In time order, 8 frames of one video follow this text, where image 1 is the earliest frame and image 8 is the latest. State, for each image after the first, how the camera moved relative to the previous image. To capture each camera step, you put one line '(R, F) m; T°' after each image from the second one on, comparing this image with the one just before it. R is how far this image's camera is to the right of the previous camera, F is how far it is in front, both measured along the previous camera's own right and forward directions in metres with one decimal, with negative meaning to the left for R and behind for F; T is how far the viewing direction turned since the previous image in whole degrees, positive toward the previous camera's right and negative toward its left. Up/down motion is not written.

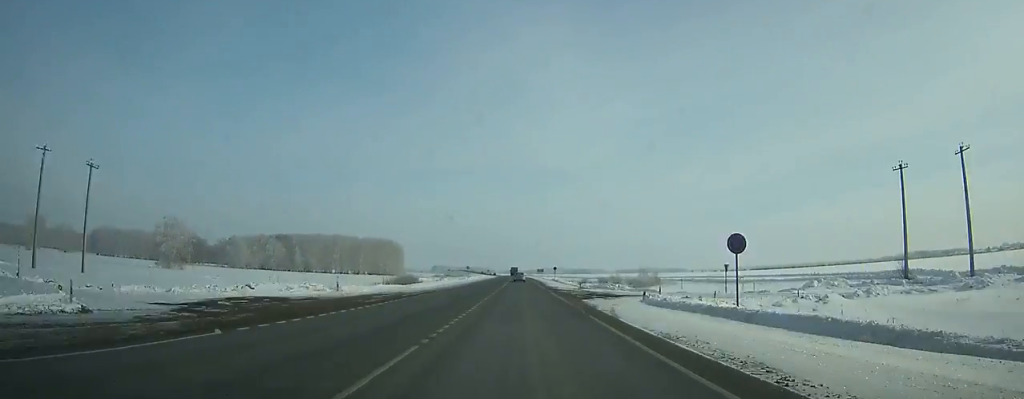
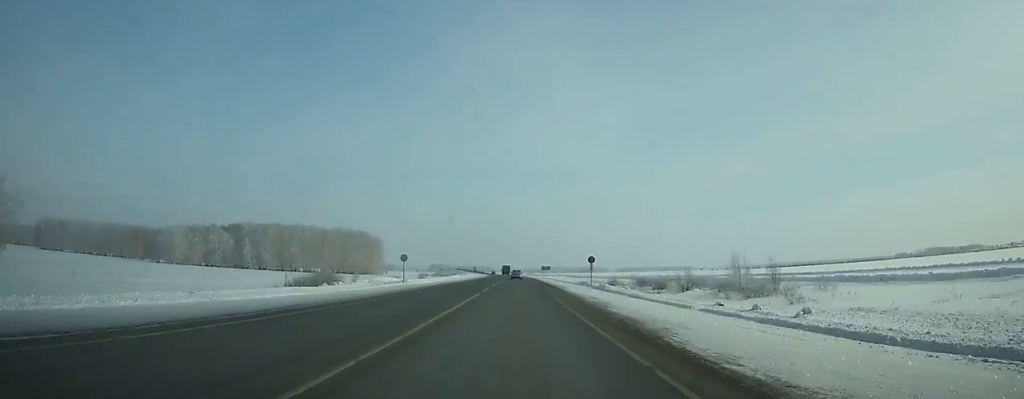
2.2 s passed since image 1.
(-0.1, +64.2) m; -1°
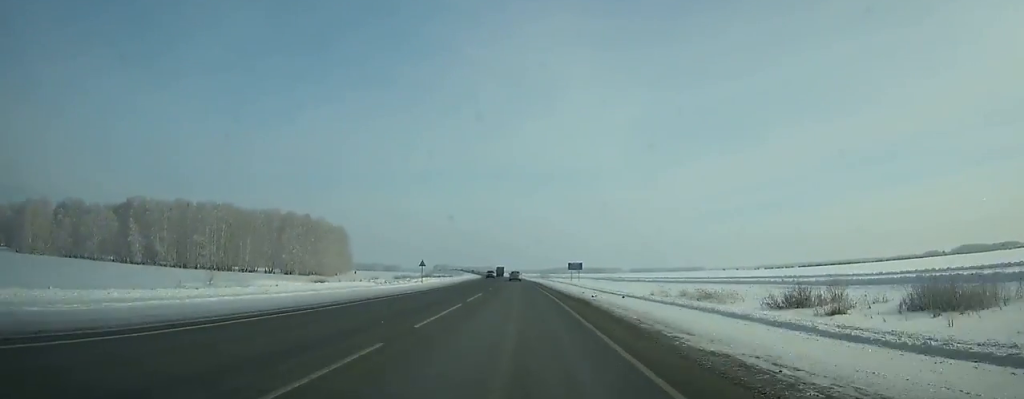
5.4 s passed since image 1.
(-0.8, +93.4) m; -1°
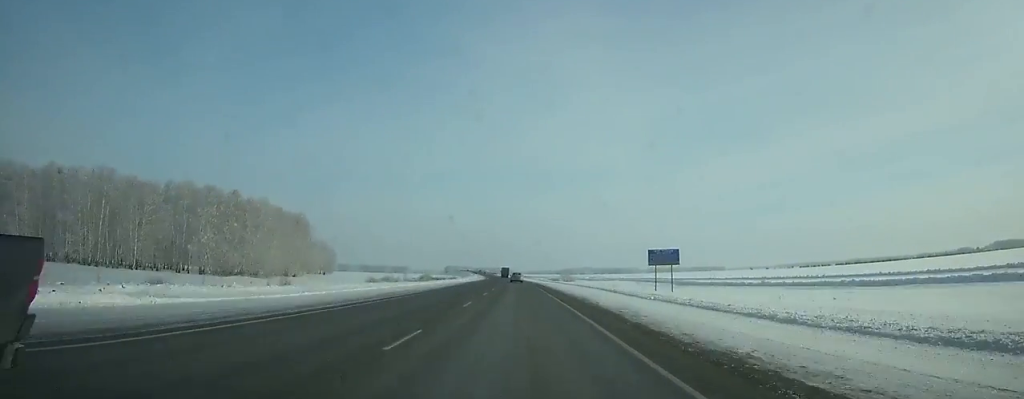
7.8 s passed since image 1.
(-1.0, +70.1) m; -1°
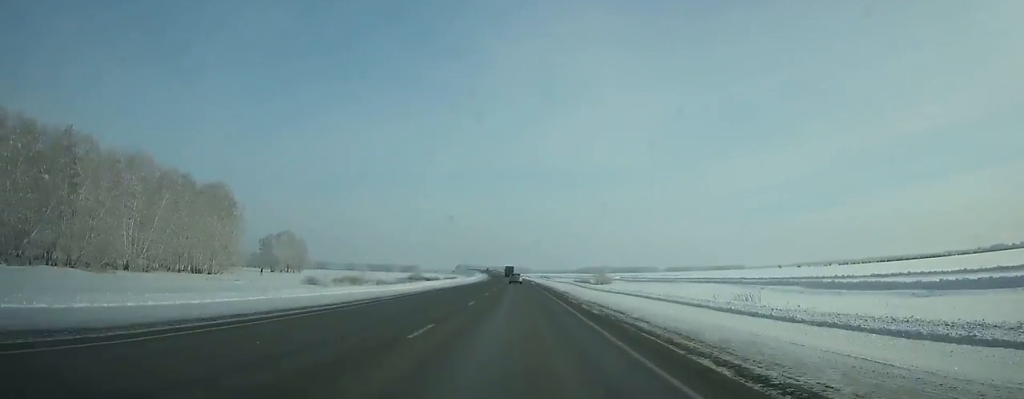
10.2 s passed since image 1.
(-0.7, +70.2) m; -1°
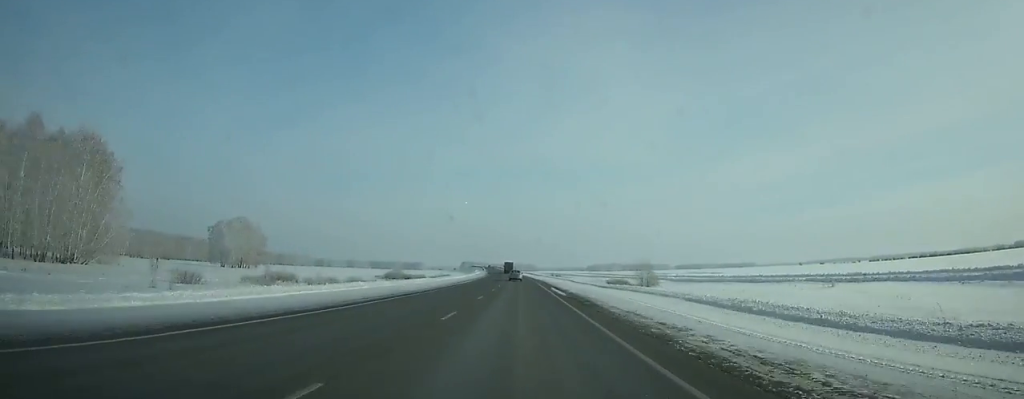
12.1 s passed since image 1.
(-0.3, +55.5) m; -1°
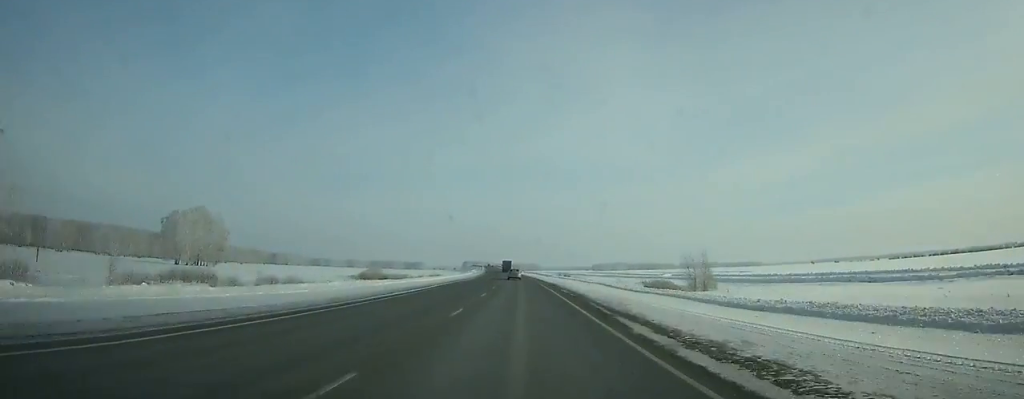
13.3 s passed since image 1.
(-0.1, +34.8) m; -1°
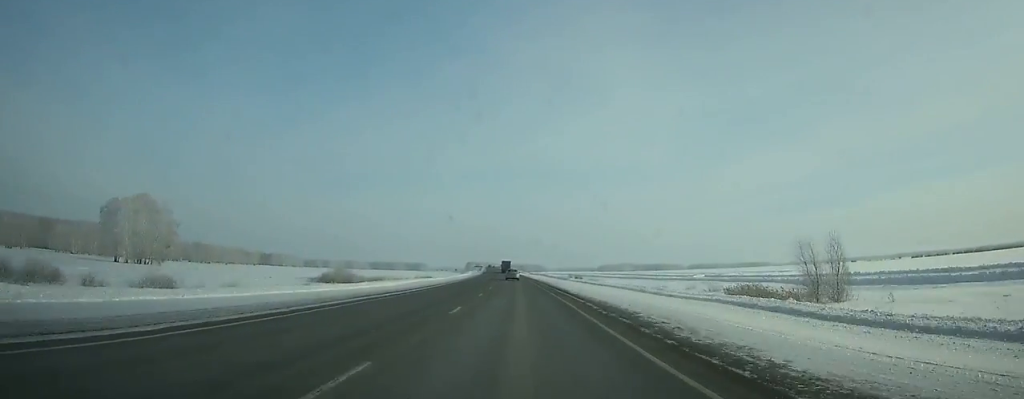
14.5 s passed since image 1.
(+0.2, +34.9) m; -1°
